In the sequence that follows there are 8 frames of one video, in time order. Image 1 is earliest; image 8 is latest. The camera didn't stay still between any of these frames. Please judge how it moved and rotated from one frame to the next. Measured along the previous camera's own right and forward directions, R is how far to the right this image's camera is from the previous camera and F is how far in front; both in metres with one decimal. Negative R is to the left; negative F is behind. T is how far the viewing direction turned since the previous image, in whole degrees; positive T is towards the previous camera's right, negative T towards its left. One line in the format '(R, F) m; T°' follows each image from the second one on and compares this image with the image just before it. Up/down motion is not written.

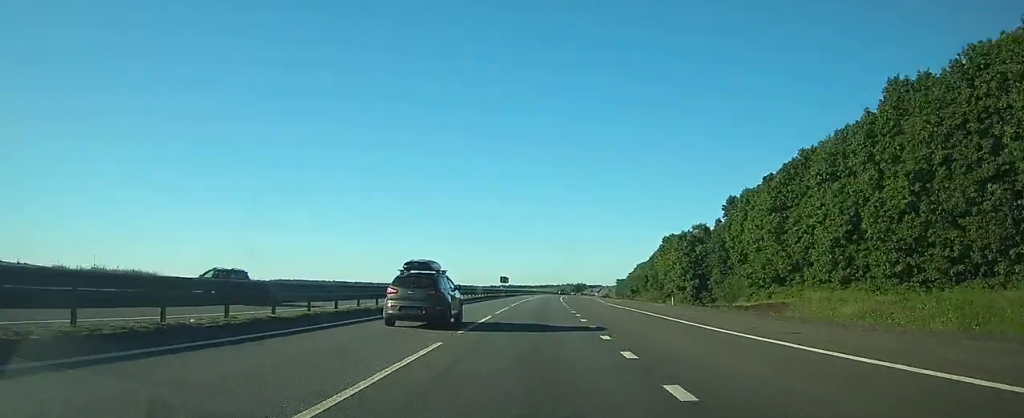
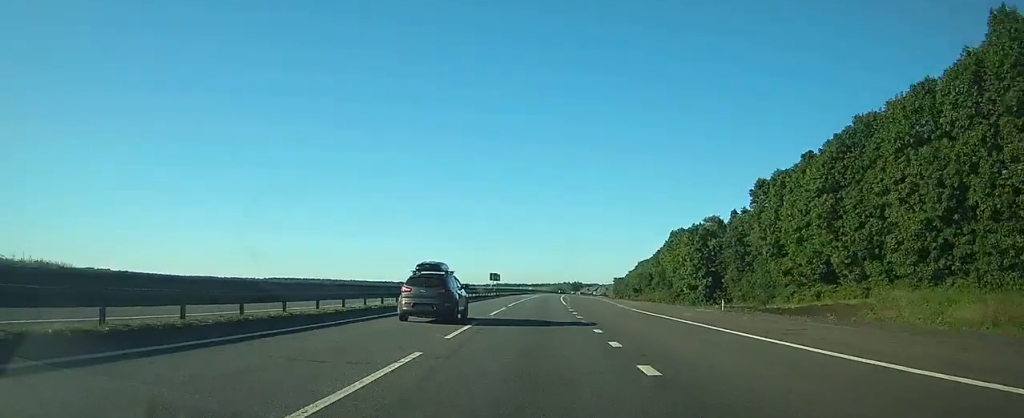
(0.0, +14.0) m; 0°
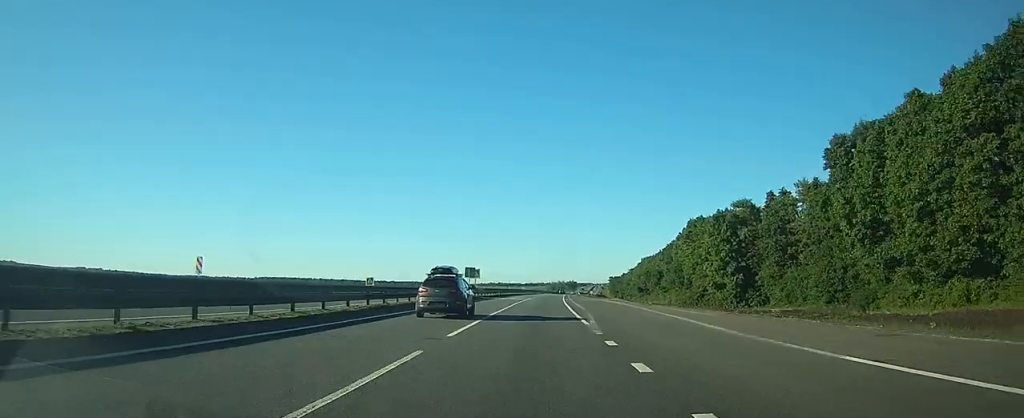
(+0.2, +23.4) m; +1°
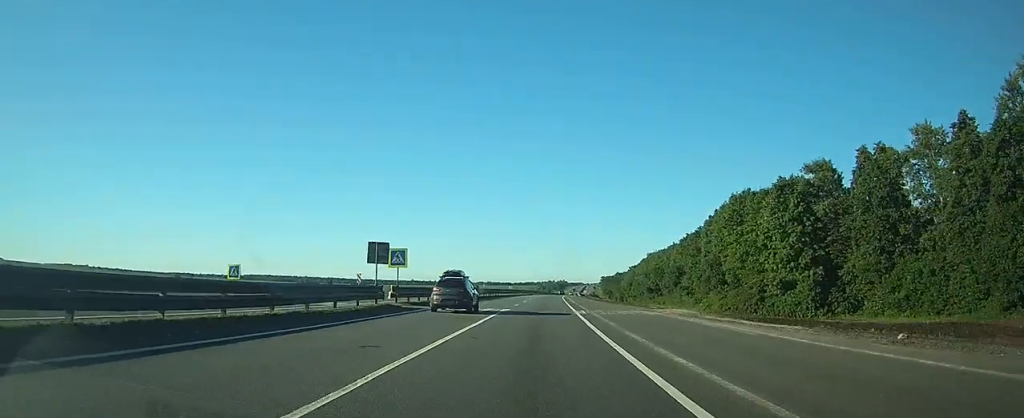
(+0.3, +34.0) m; +1°
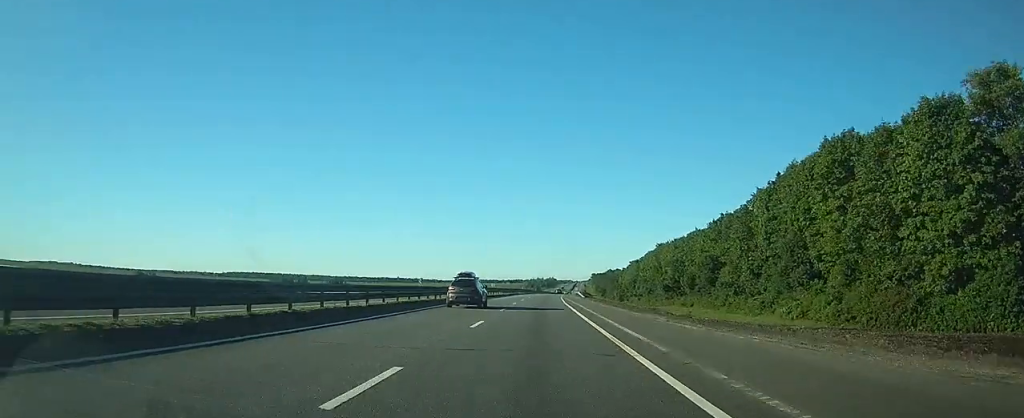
(+0.2, +35.4) m; +1°
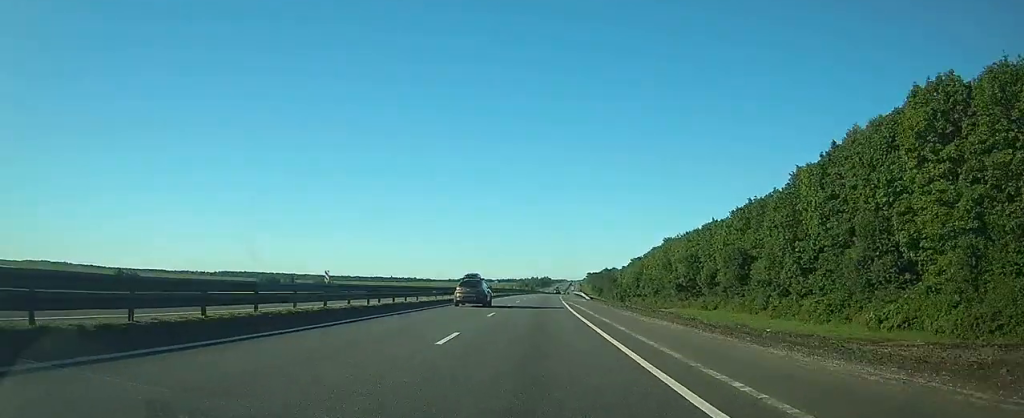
(+0.1, +17.4) m; +1°
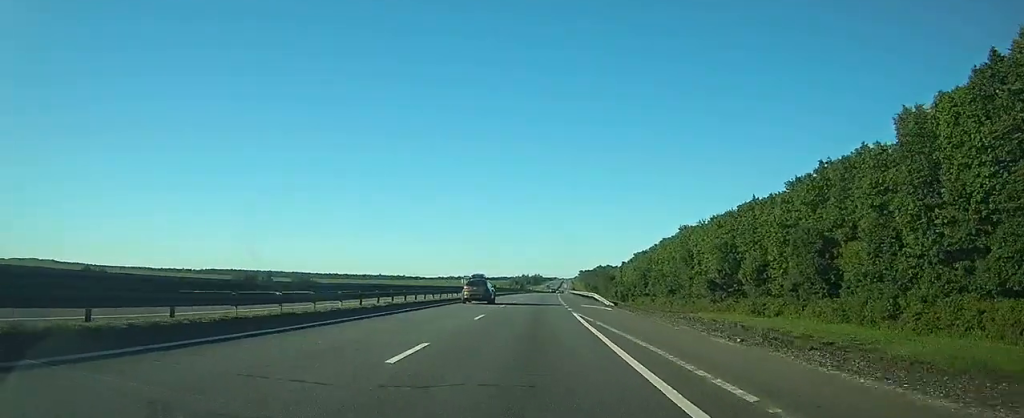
(+0.2, +27.3) m; +1°
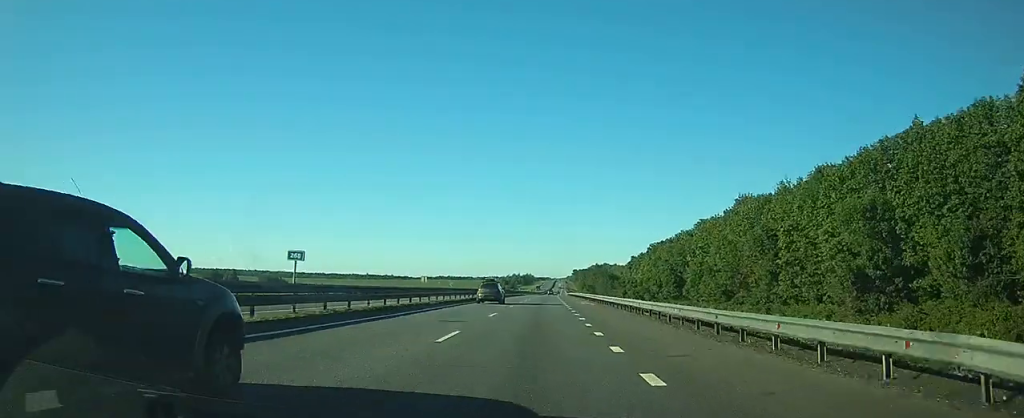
(+0.1, +44.3) m; 0°
